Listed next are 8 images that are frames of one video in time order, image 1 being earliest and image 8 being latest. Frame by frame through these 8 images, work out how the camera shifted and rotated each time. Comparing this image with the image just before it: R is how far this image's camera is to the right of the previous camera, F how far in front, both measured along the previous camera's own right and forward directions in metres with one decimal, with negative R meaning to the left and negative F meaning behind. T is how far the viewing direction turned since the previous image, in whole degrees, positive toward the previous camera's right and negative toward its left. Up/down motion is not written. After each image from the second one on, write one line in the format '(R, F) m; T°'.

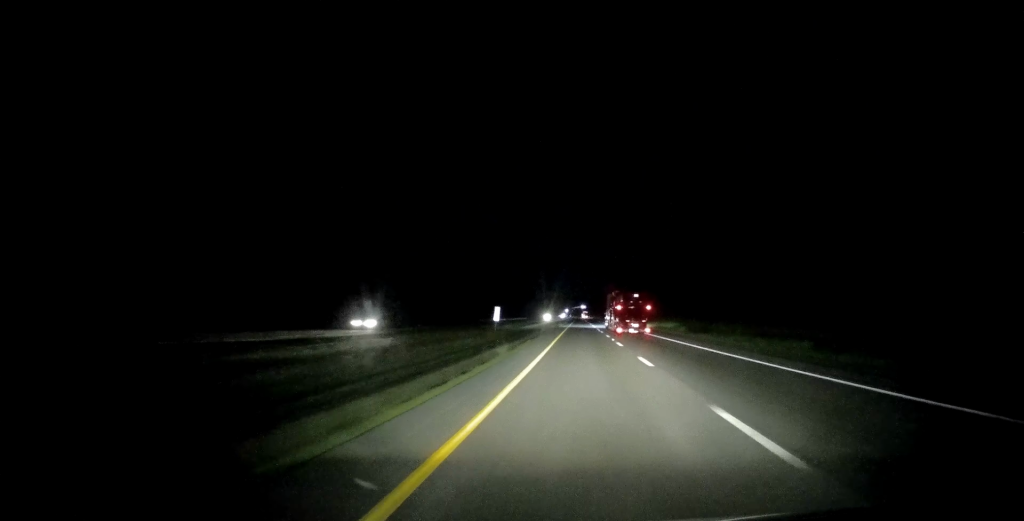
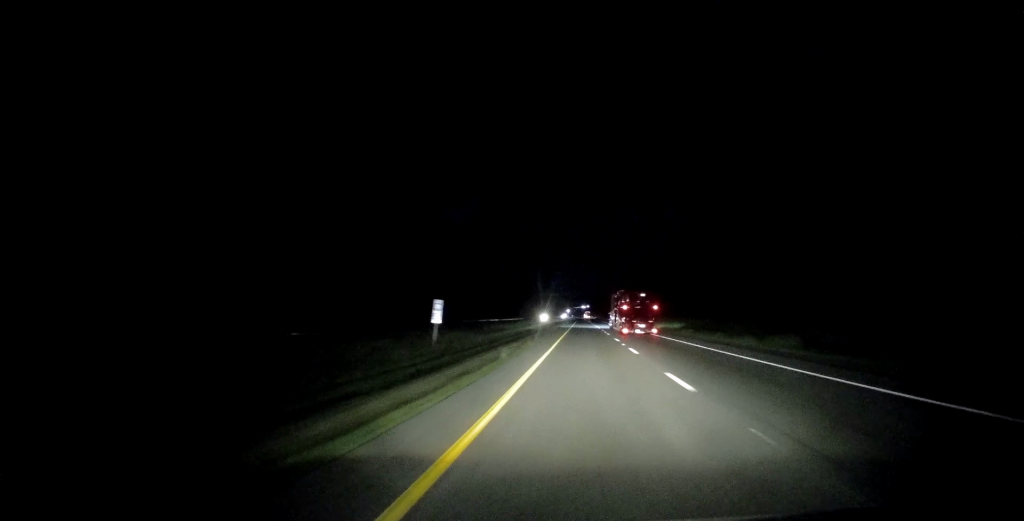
(0.0, +29.8) m; 0°
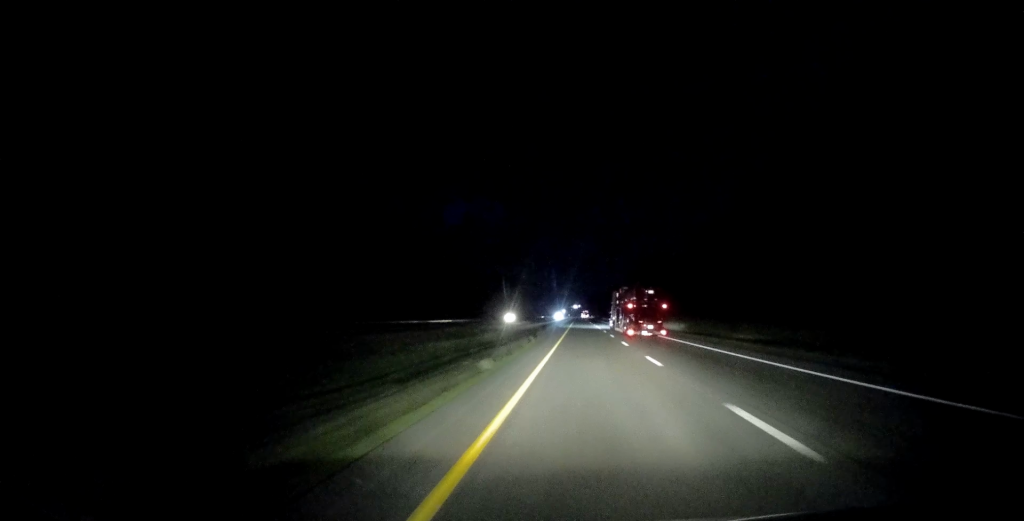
(+0.7, +77.7) m; 0°
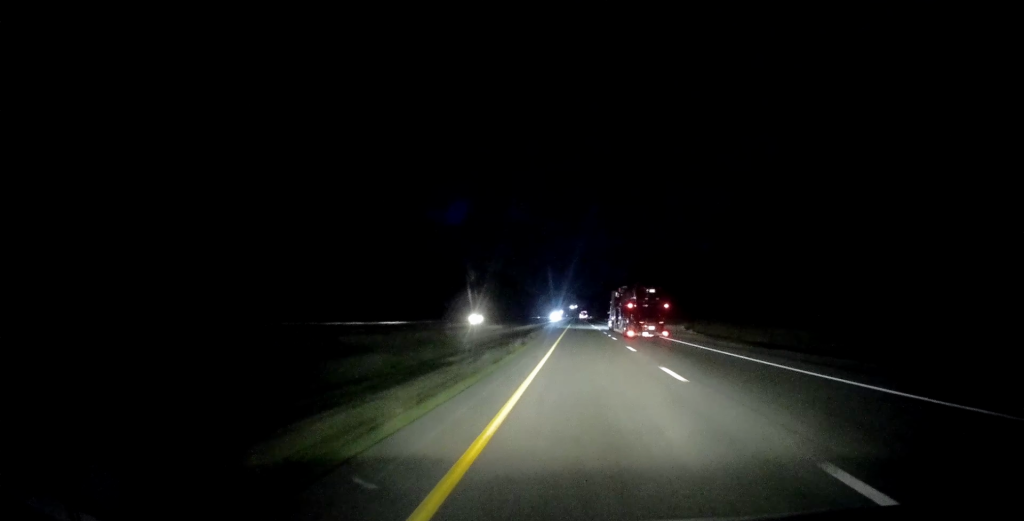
(-0.1, +28.3) m; 0°
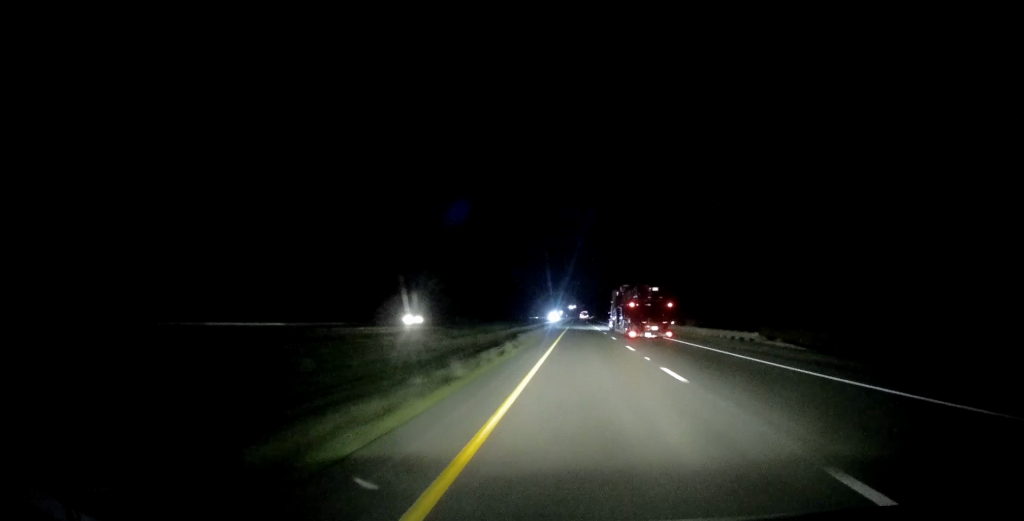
(0.0, +24.0) m; 0°
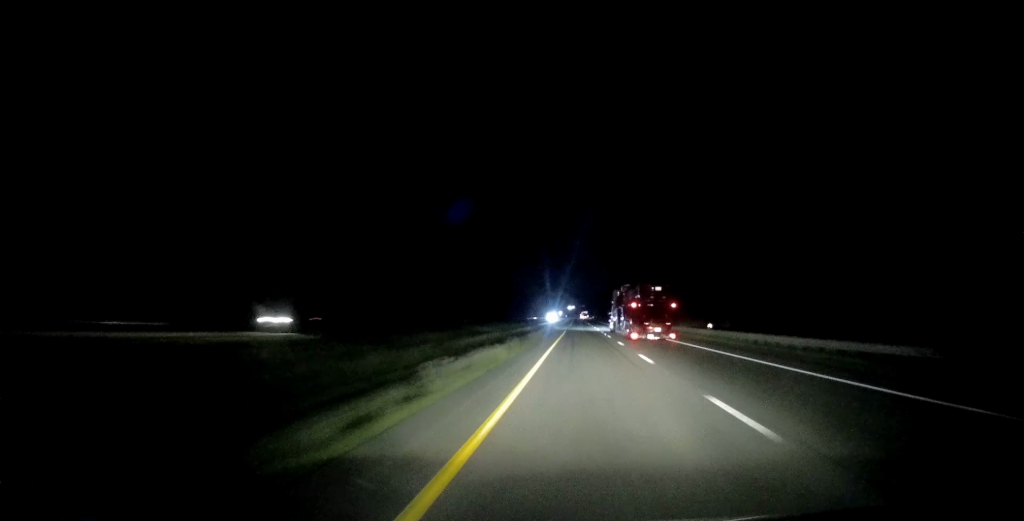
(0.0, +18.4) m; 0°
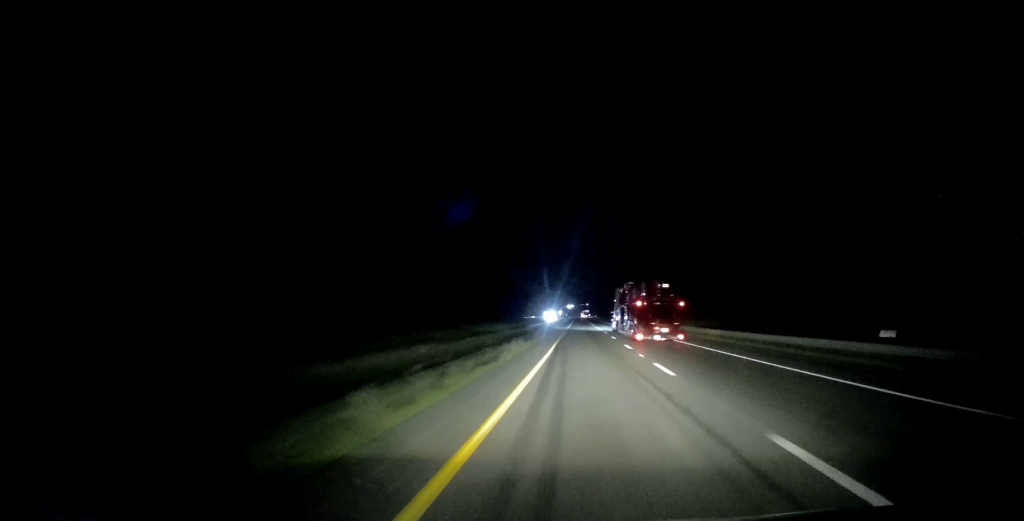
(0.0, +27.8) m; 0°
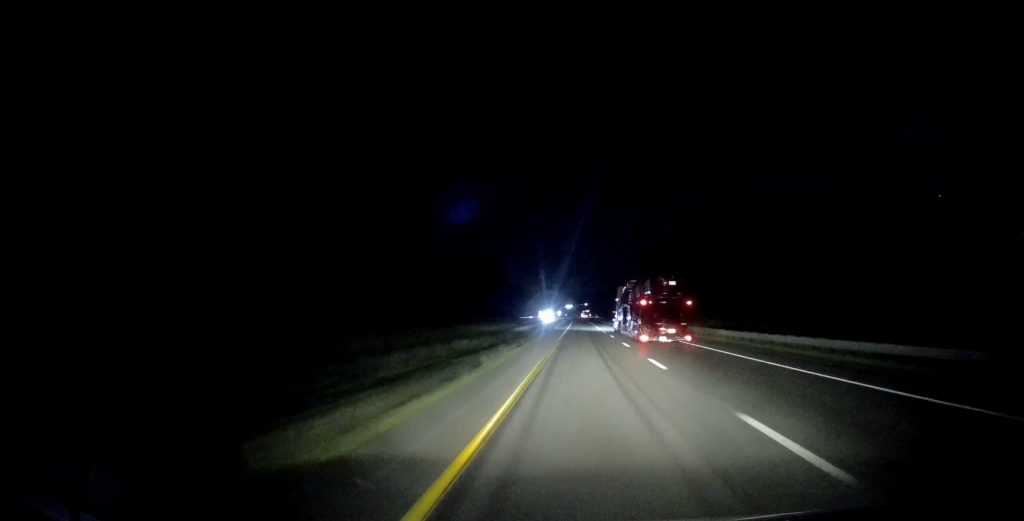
(0.0, +22.1) m; 0°
